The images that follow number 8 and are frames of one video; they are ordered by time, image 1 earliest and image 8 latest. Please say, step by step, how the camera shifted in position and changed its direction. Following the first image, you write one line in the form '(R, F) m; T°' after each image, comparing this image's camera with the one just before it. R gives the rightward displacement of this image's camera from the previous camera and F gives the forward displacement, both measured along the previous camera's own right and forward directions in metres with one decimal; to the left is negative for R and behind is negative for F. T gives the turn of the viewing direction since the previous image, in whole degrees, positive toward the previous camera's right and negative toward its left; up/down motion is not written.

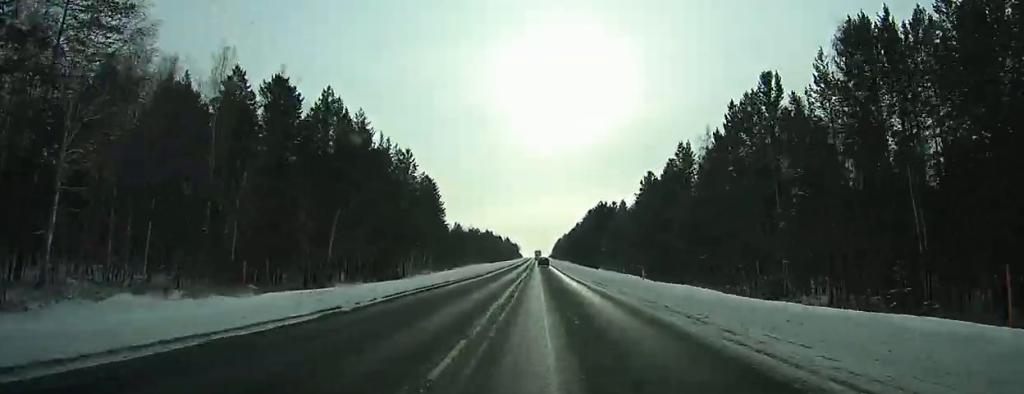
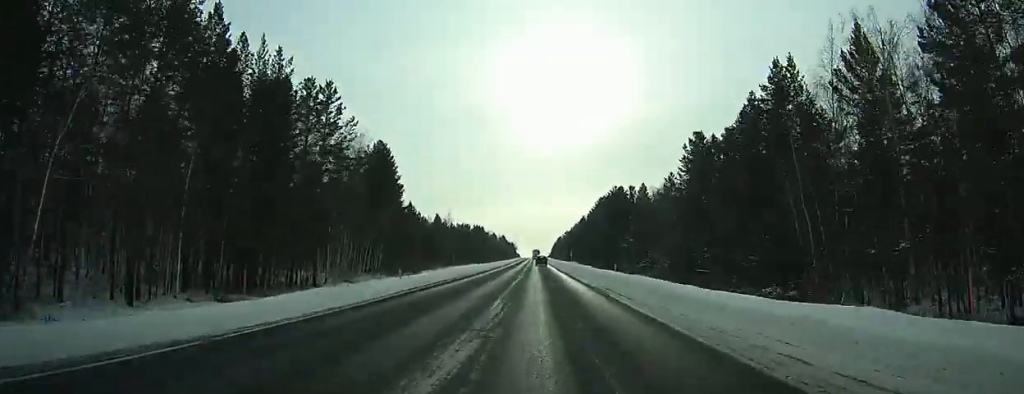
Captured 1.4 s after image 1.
(0.0, +40.4) m; 0°
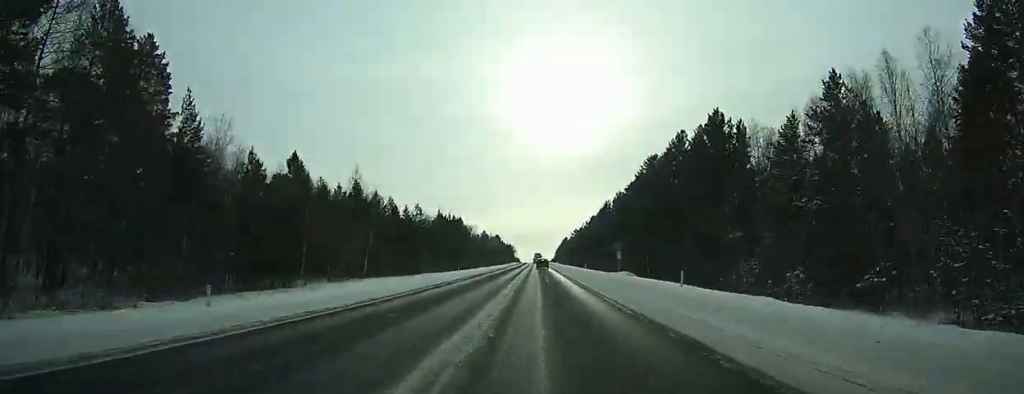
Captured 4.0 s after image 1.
(0.0, +73.2) m; 0°
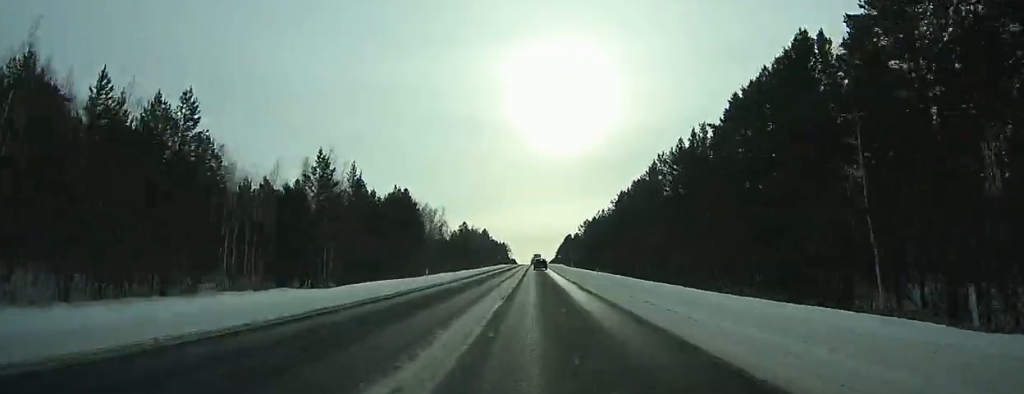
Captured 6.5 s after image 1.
(+0.2, +65.9) m; 0°
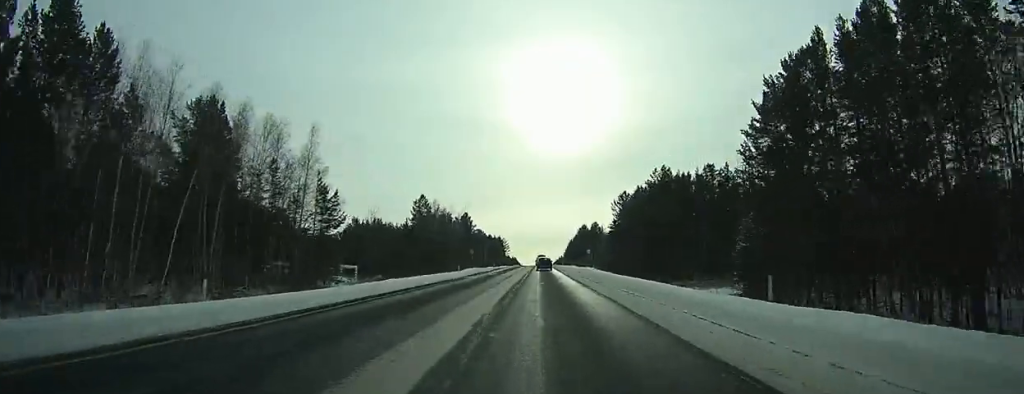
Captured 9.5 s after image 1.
(-0.2, +80.2) m; 0°
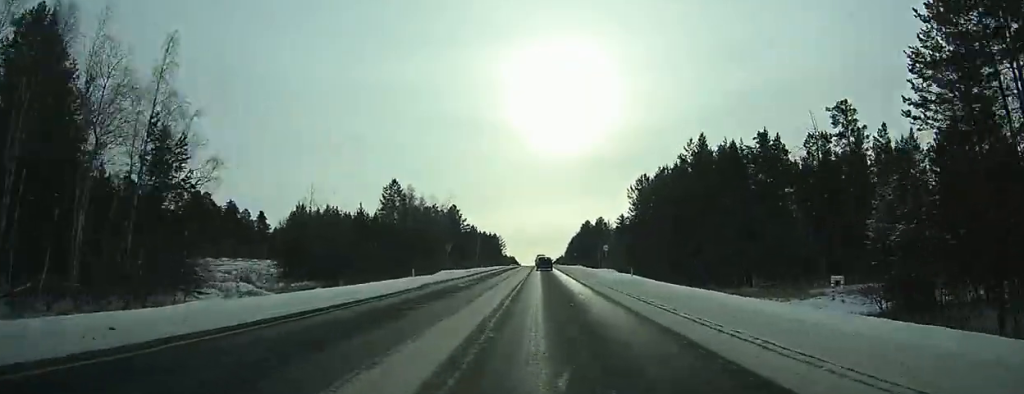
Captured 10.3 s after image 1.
(0.0, +24.4) m; 0°
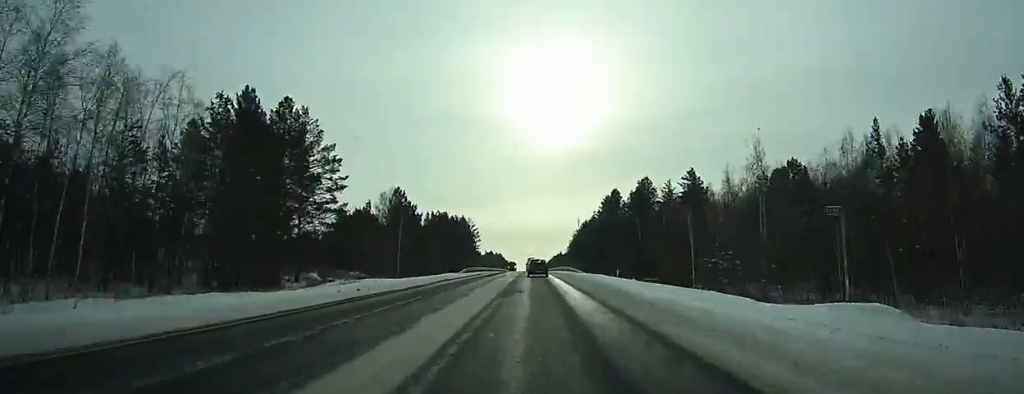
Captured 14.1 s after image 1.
(+0.5, +103.2) m; 0°
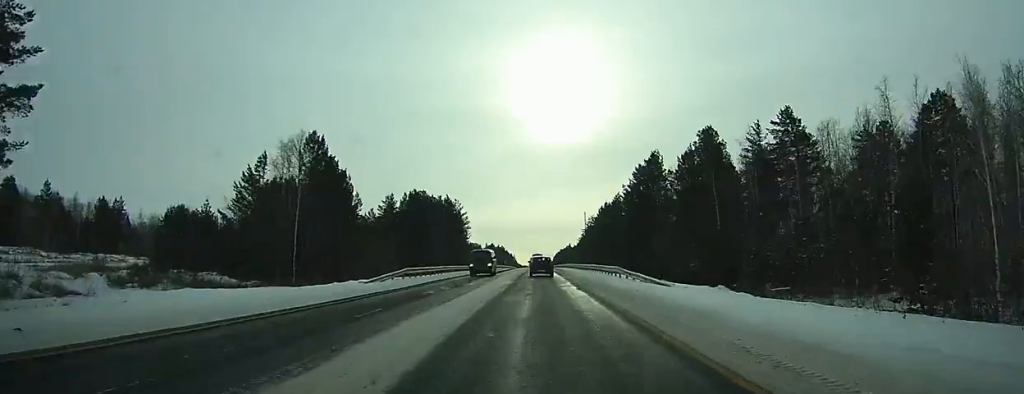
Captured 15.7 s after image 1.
(-0.1, +40.2) m; 0°
